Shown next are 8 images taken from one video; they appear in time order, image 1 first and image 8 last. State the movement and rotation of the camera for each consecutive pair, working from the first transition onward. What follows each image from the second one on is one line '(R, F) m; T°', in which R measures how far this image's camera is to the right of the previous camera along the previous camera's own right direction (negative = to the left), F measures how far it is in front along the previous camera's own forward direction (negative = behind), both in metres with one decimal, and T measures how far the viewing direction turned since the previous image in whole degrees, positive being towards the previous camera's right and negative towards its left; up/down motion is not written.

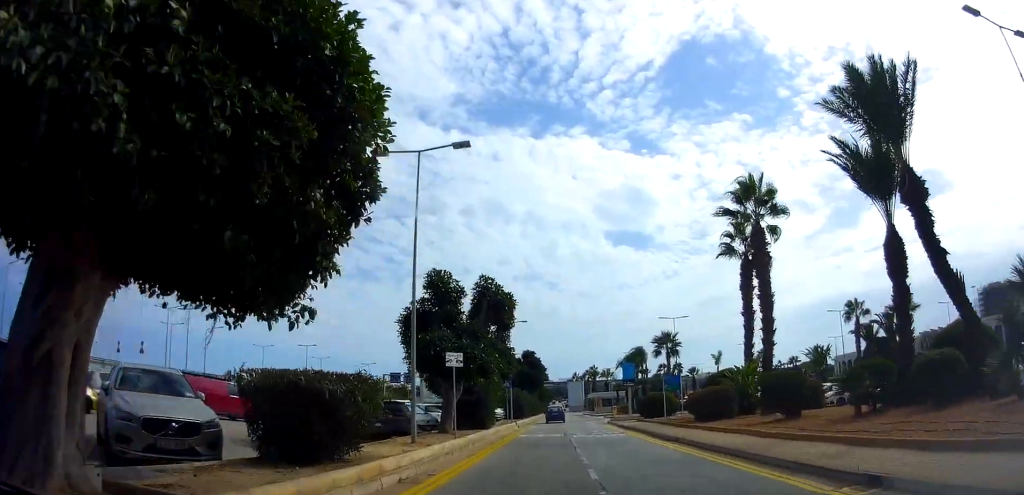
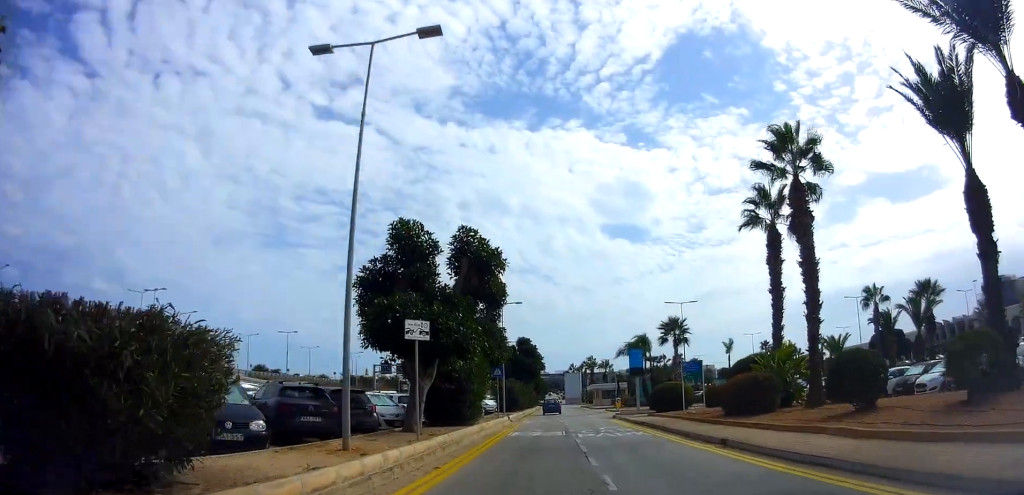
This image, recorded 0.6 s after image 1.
(+0.2, +3.9) m; +3°
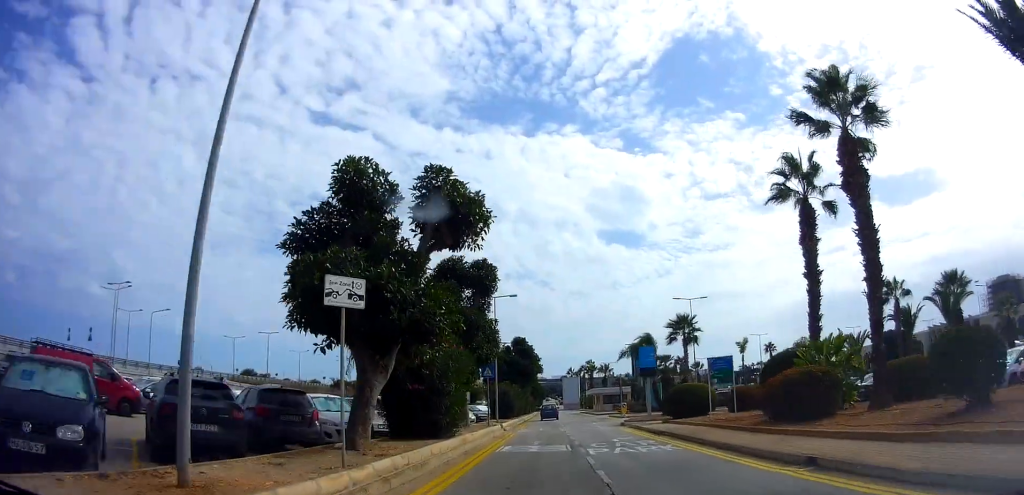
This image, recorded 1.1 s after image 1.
(0.0, +4.0) m; +1°
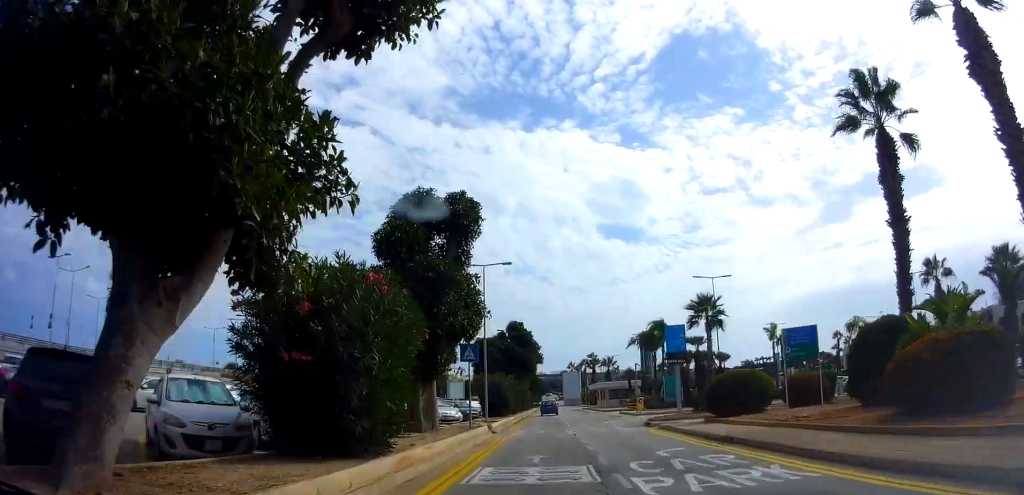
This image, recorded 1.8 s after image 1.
(+0.1, +6.8) m; +1°
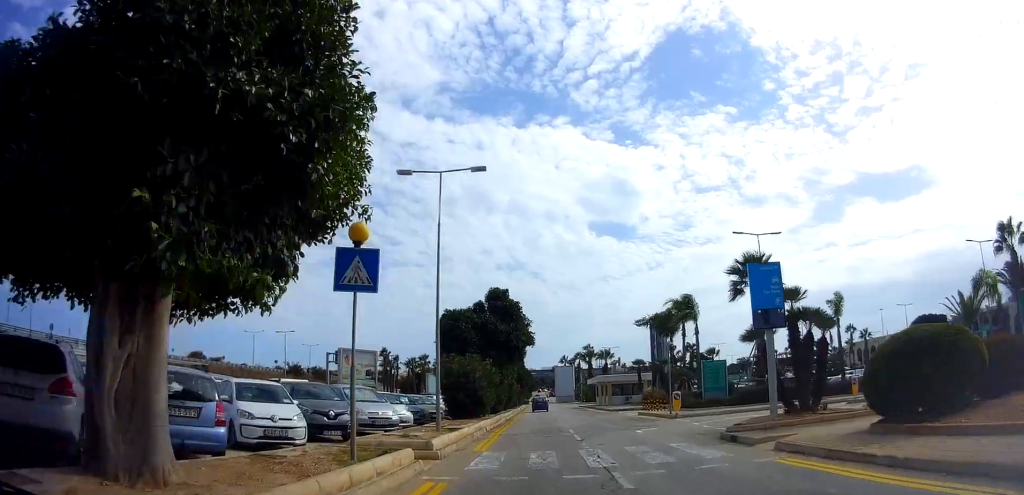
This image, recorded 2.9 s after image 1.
(+0.1, +11.6) m; 0°
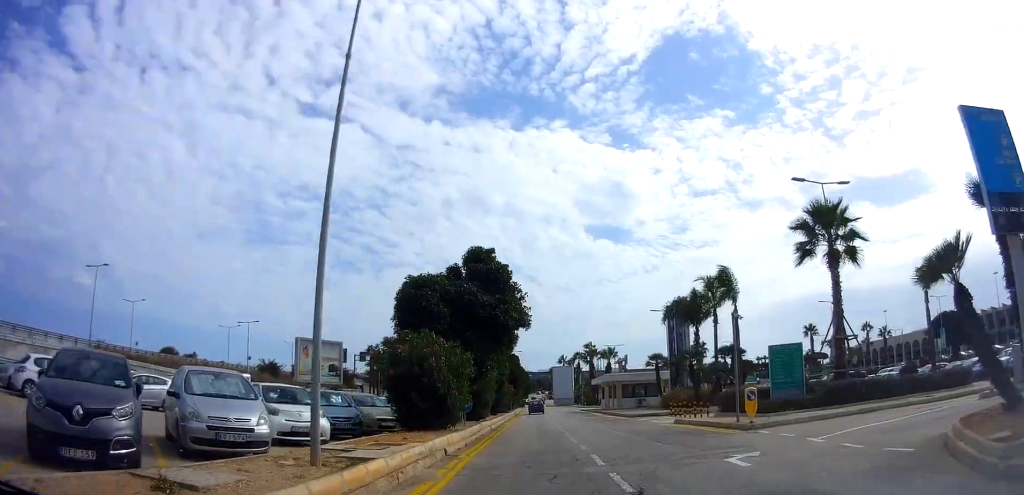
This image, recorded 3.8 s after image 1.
(0.0, +9.6) m; 0°
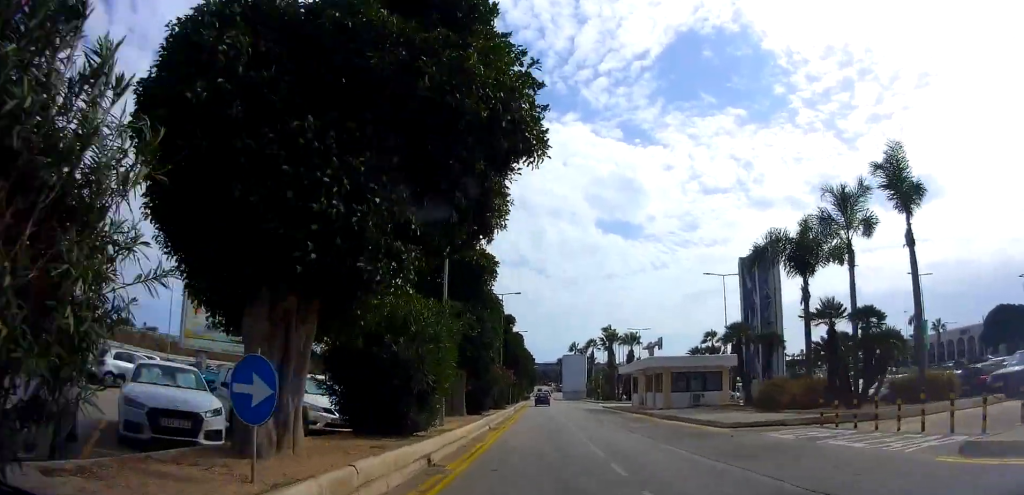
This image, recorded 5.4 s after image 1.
(-0.1, +16.7) m; -2°
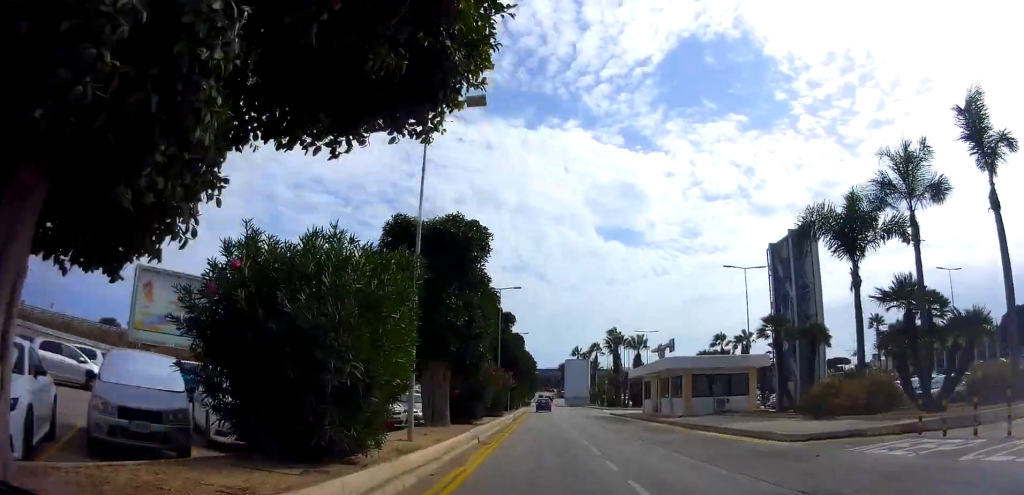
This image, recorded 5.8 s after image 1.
(-0.2, +4.5) m; +1°
